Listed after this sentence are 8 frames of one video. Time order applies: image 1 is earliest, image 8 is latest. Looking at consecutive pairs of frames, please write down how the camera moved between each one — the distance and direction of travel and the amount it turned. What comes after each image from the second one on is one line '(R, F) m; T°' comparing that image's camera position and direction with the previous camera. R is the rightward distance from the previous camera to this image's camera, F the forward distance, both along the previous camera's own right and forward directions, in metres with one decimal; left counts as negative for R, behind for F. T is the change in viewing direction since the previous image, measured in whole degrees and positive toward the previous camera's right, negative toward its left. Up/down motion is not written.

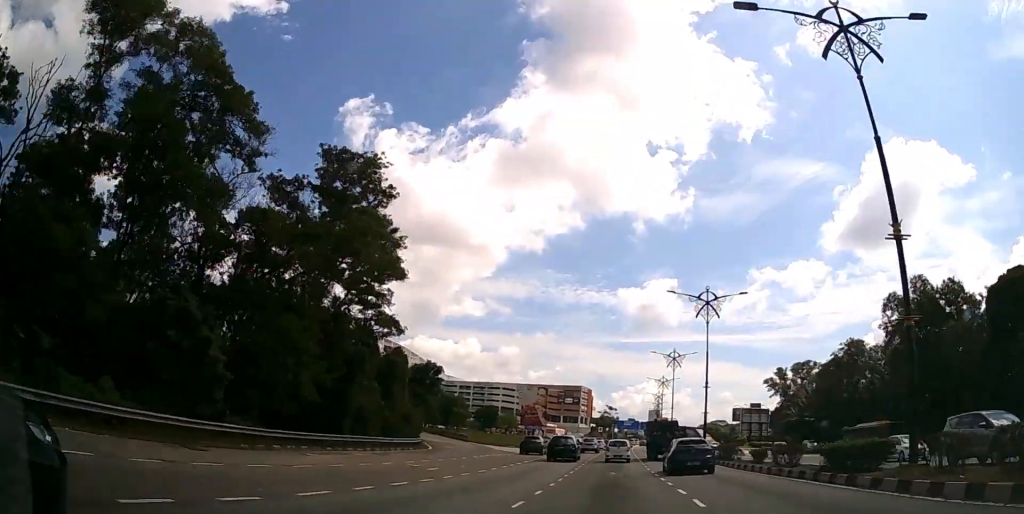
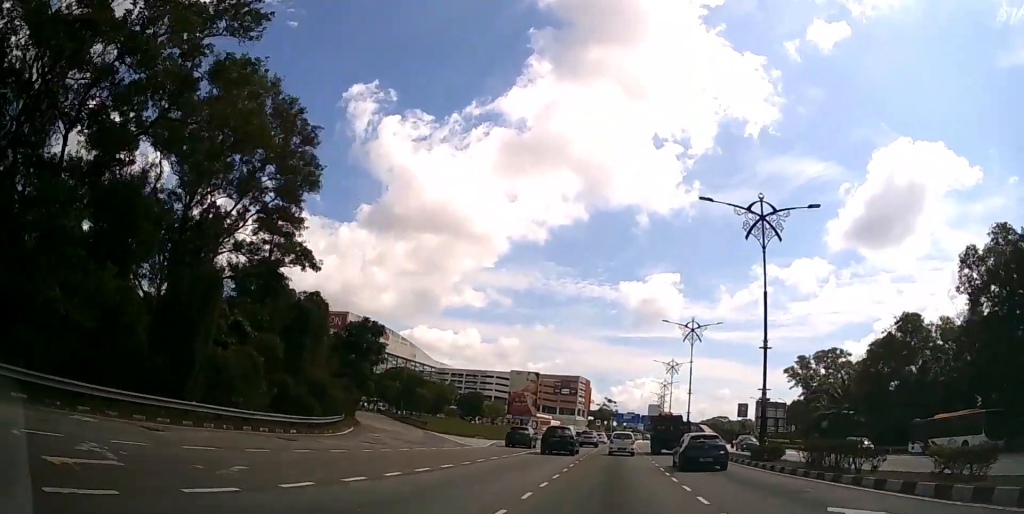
(0.0, +16.6) m; +1°
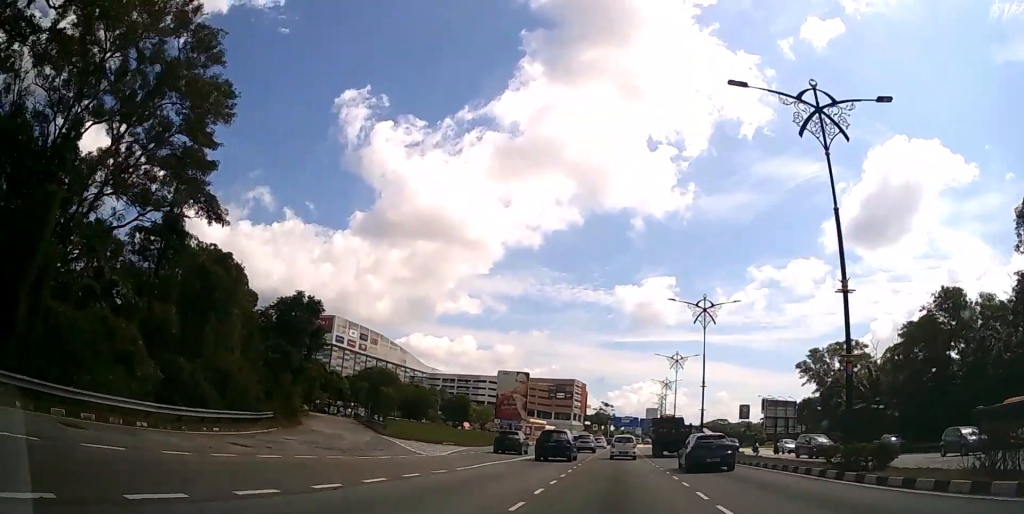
(-0.1, +9.1) m; +1°
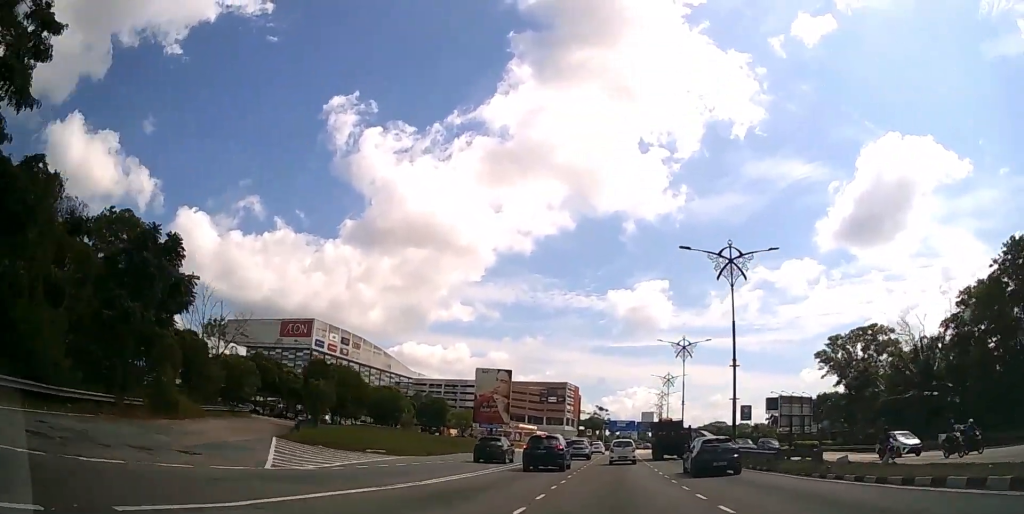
(+0.3, +13.6) m; +1°
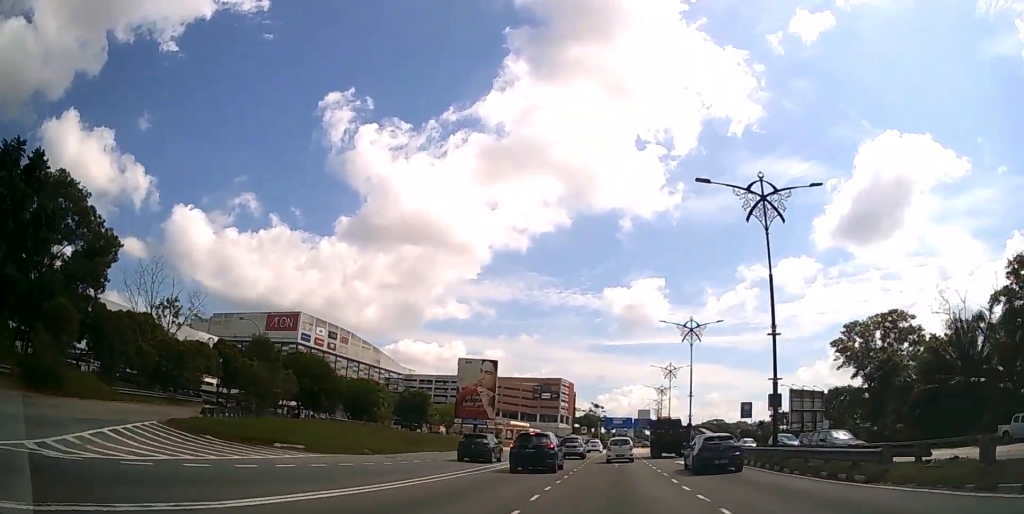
(+0.1, +8.9) m; 0°
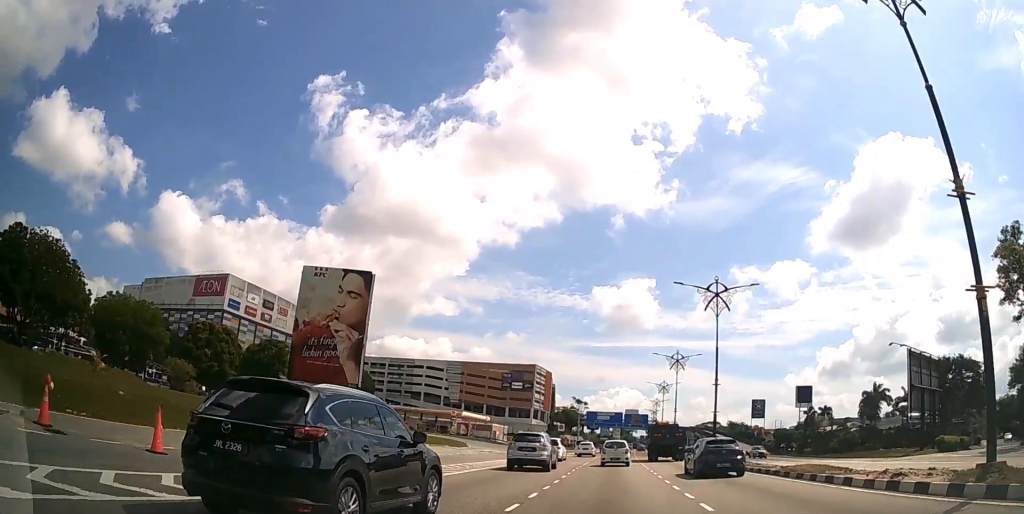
(+0.4, +45.0) m; +1°
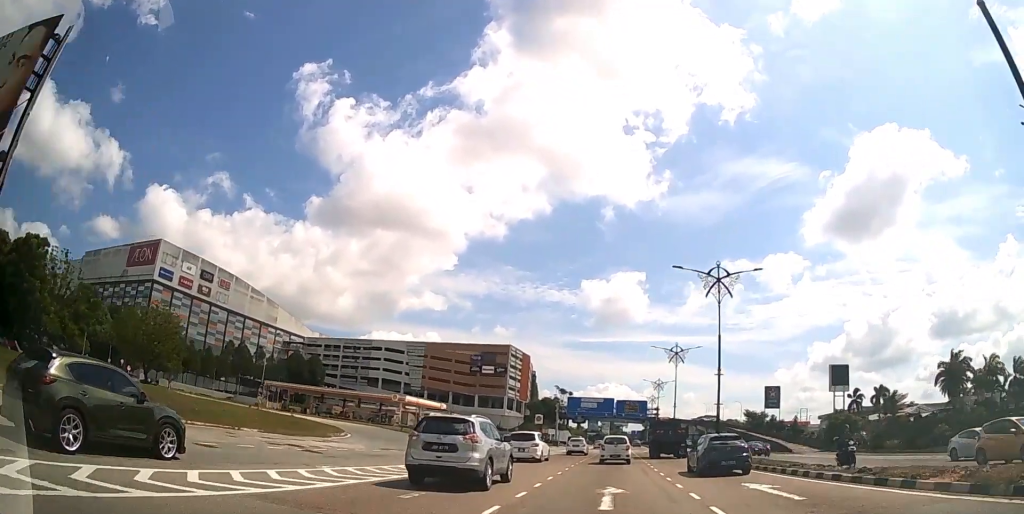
(+0.4, +33.4) m; +1°
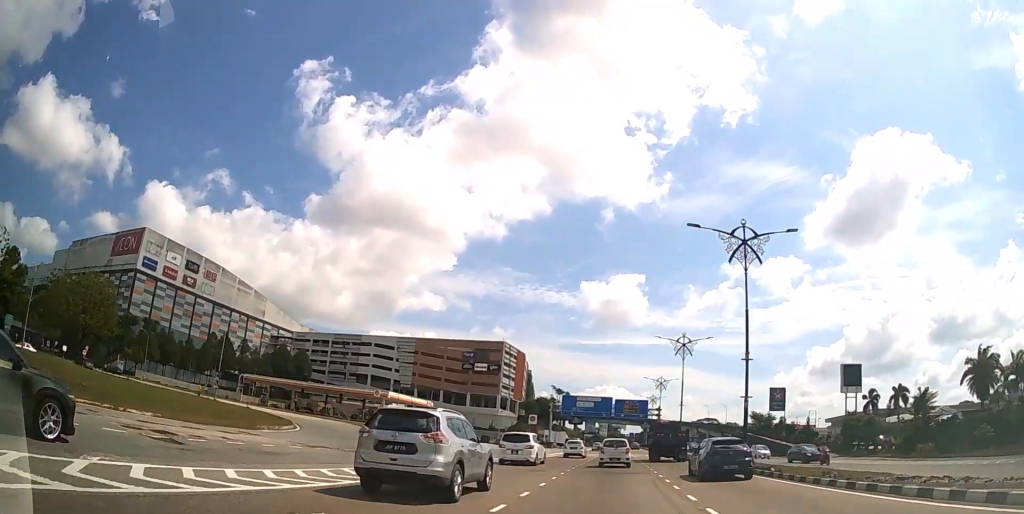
(0.0, +8.3) m; 0°
